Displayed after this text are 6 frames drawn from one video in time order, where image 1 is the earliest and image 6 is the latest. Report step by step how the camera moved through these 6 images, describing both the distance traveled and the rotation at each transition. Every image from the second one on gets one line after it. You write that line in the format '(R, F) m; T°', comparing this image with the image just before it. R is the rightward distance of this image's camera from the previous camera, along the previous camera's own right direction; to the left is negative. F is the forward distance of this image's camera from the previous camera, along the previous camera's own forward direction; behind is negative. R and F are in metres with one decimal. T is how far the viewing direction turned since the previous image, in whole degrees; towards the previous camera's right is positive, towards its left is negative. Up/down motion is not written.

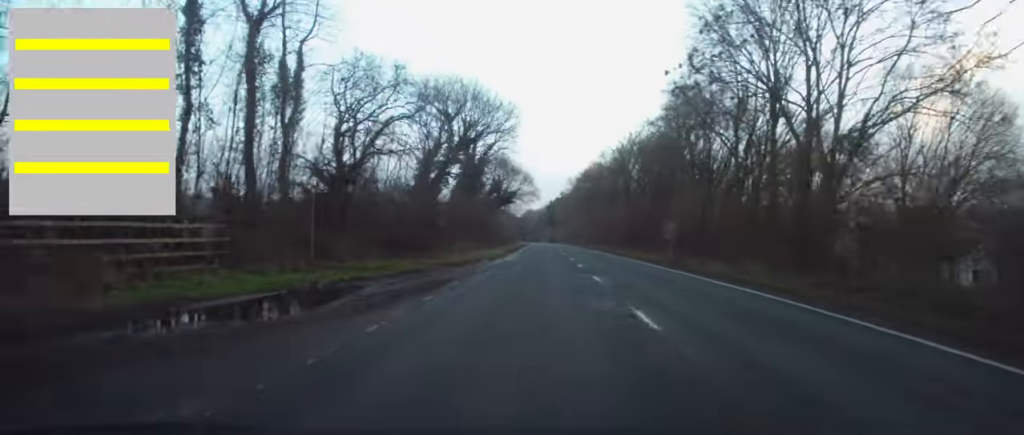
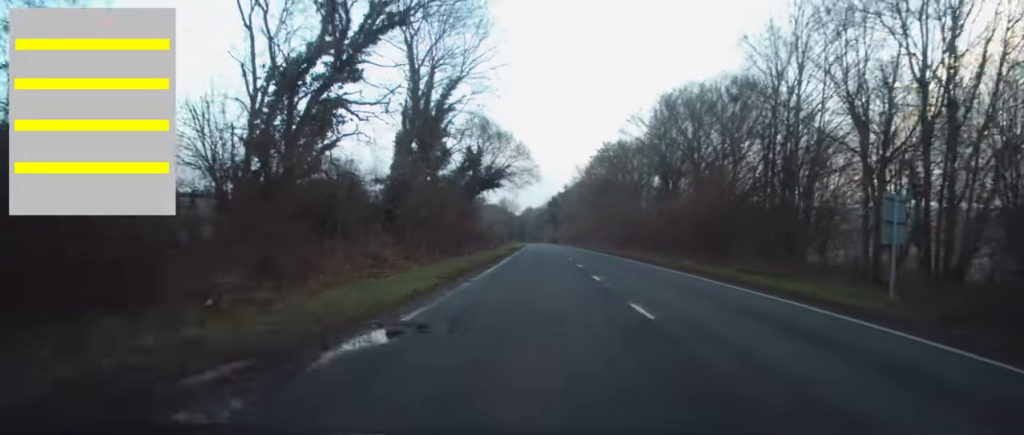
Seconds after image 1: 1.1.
(-0.1, +25.8) m; -1°
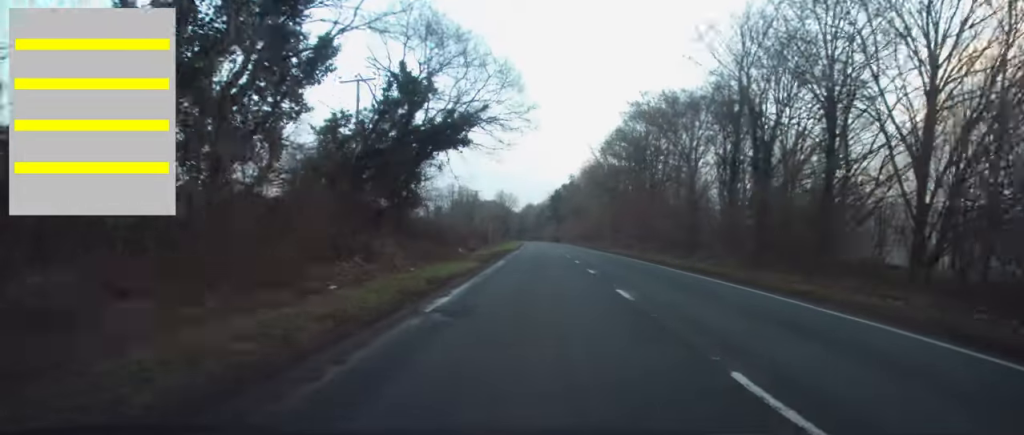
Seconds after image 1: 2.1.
(-0.1, +24.1) m; 0°
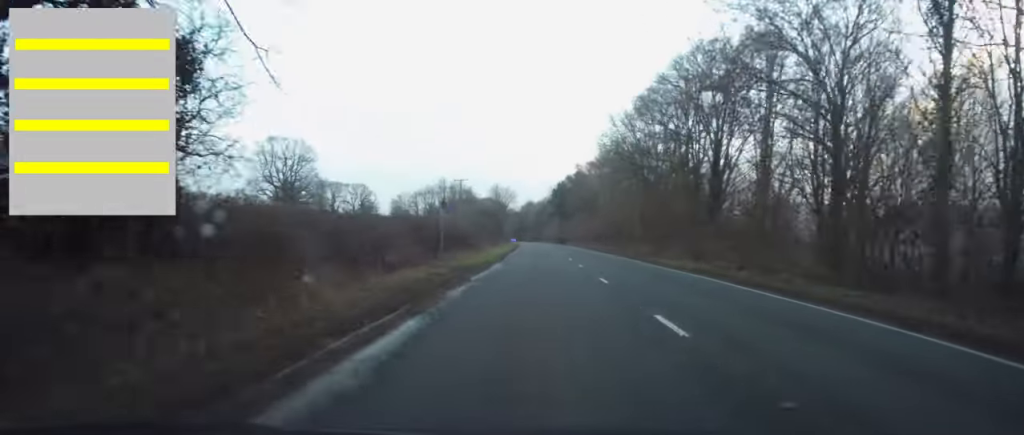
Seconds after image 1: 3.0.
(0.0, +23.0) m; 0°
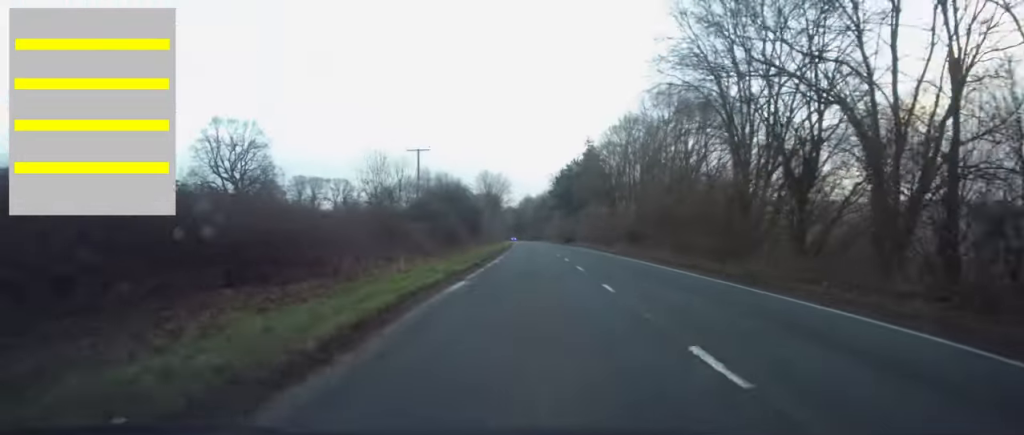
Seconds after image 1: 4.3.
(+0.2, +30.1) m; 0°
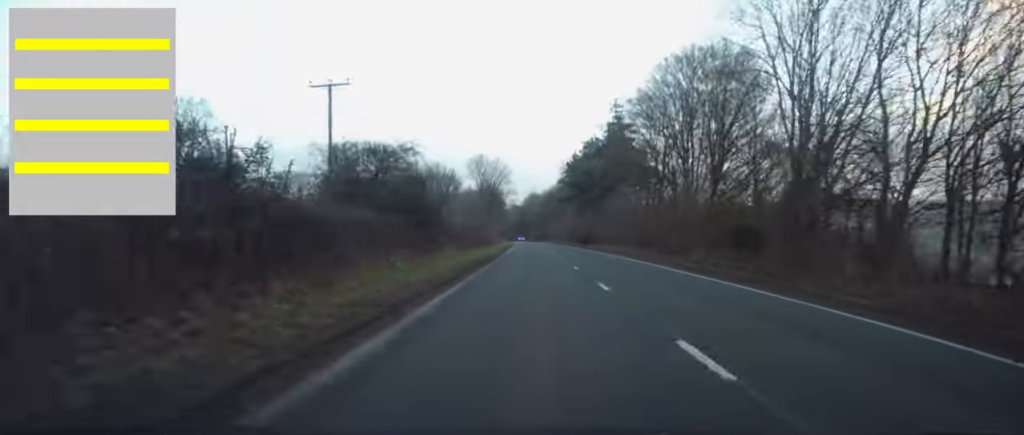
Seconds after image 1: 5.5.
(-0.3, +26.6) m; -1°
